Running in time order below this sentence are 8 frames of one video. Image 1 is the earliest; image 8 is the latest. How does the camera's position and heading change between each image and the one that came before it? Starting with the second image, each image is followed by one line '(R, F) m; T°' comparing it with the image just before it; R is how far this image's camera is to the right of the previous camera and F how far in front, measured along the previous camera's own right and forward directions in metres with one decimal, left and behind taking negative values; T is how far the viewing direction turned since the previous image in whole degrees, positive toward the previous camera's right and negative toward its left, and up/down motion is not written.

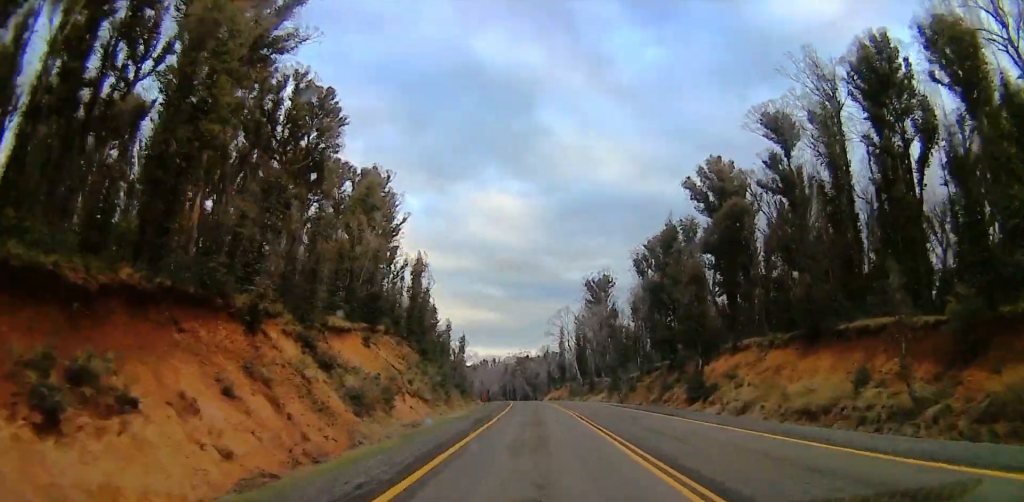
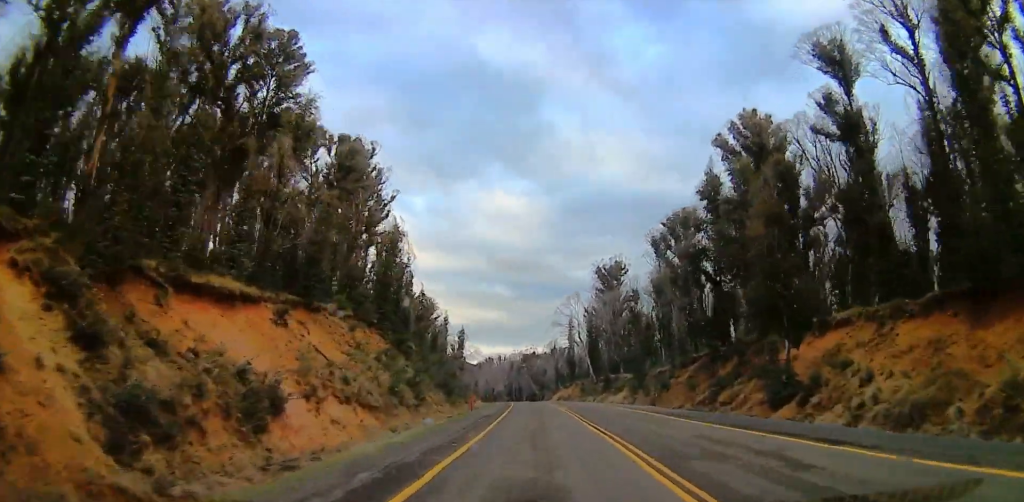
(+0.3, +15.3) m; 0°
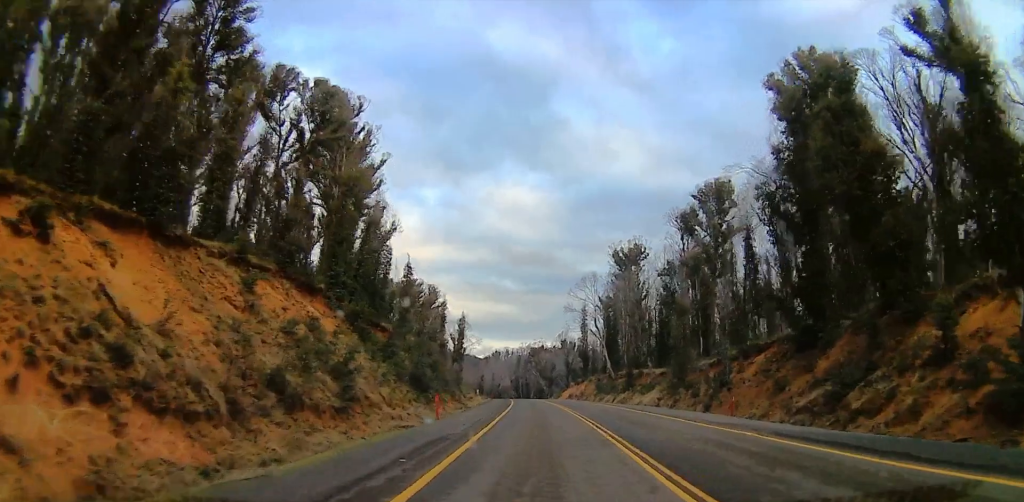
(+0.7, +15.3) m; -2°
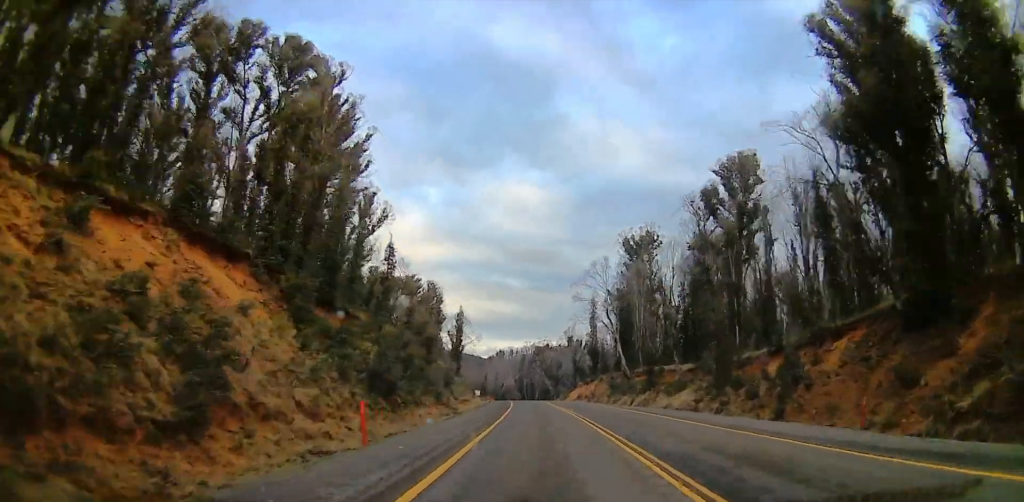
(-0.9, +10.4) m; 0°
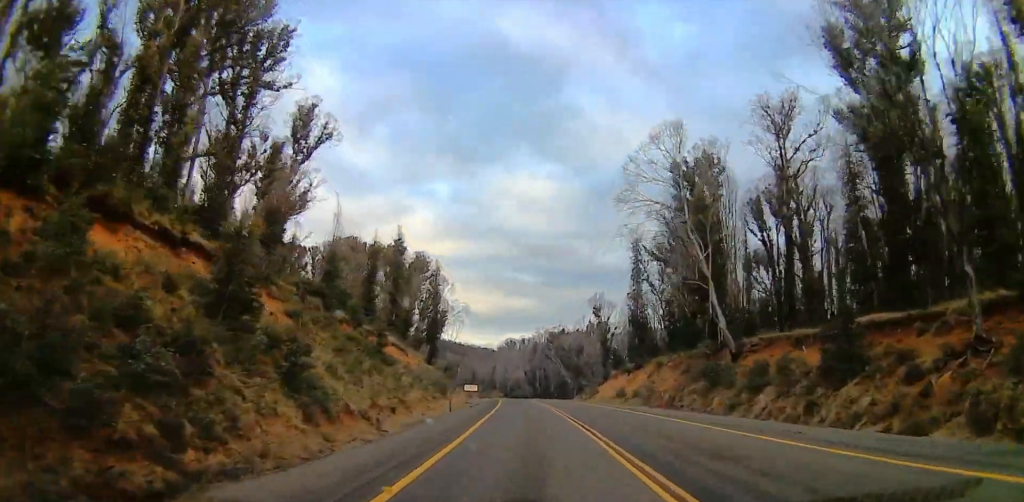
(+0.6, +40.7) m; -1°
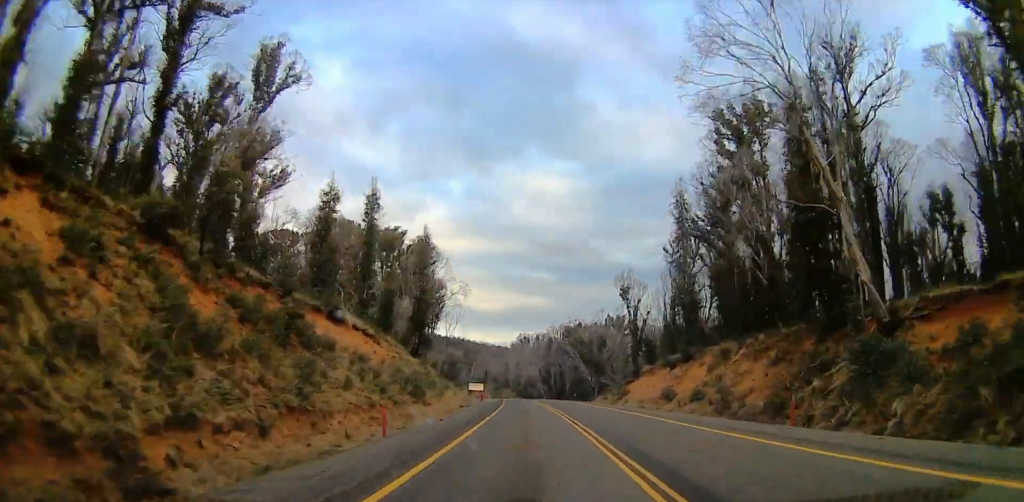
(-1.1, +17.1) m; -3°
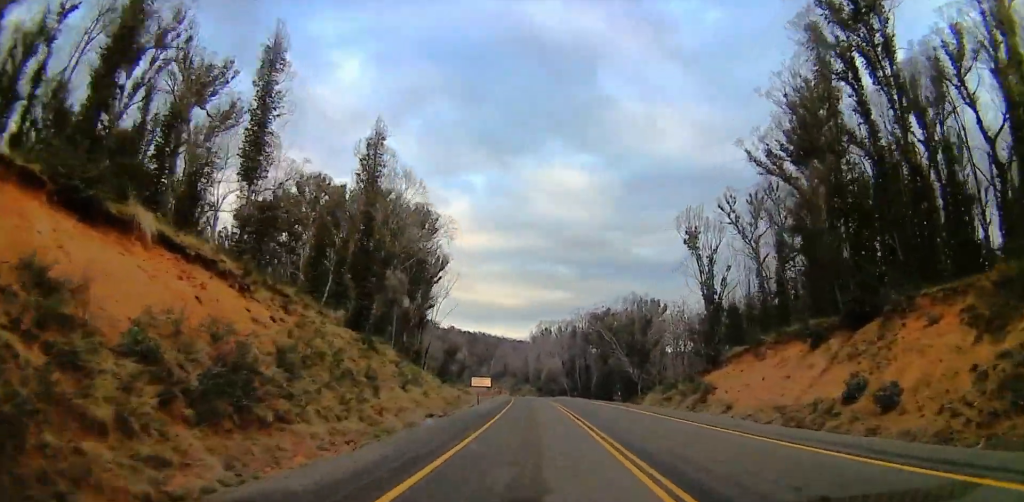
(0.0, +28.0) m; +2°
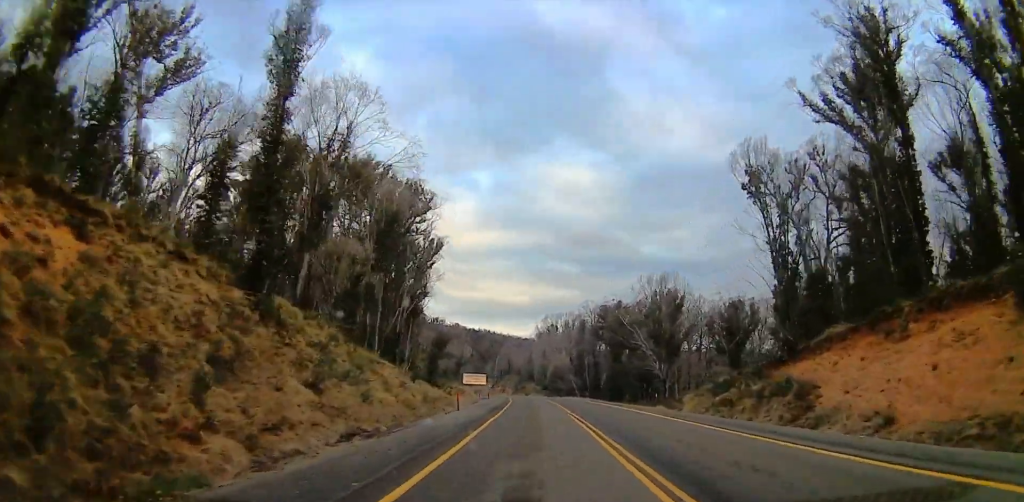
(+0.7, +15.7) m; -1°
